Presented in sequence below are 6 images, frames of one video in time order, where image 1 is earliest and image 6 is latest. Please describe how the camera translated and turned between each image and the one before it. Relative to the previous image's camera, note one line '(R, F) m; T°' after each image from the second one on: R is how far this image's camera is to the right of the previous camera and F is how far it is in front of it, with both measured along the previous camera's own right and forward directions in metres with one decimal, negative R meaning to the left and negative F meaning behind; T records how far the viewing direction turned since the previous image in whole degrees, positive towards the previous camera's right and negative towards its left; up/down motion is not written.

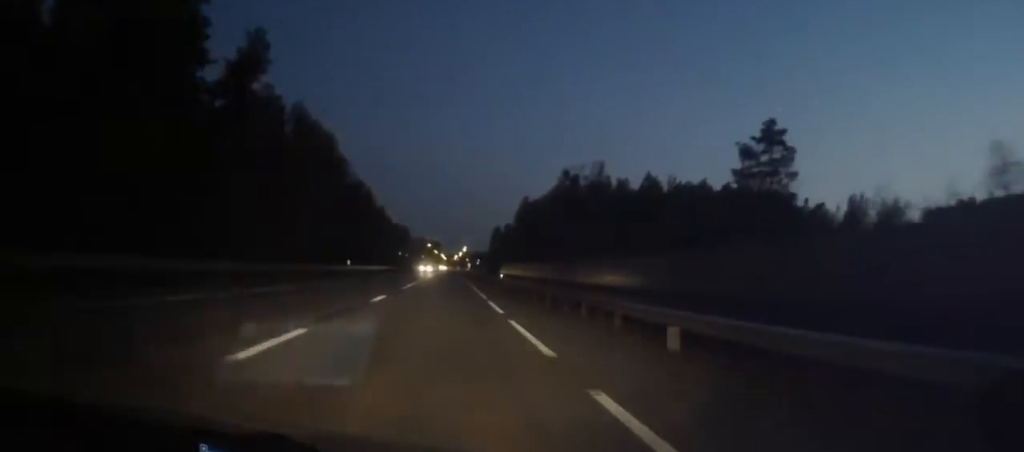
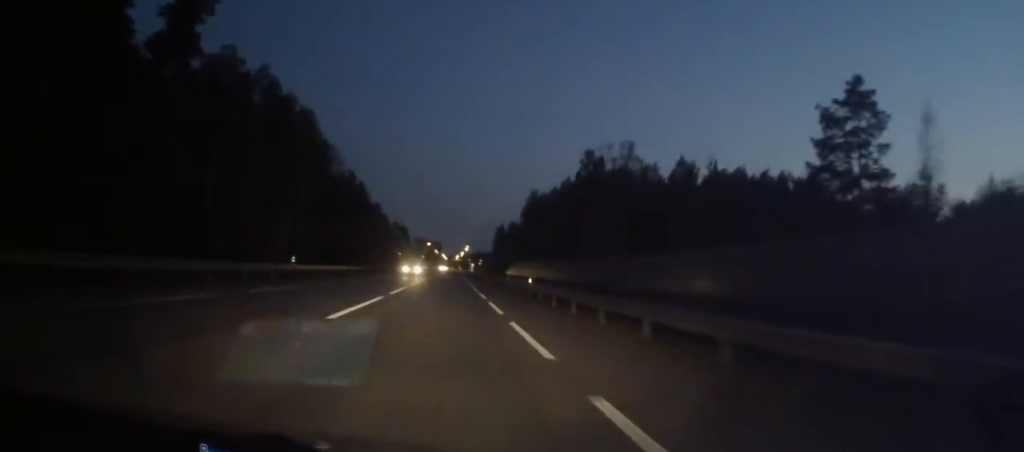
(+0.1, +19.2) m; 0°
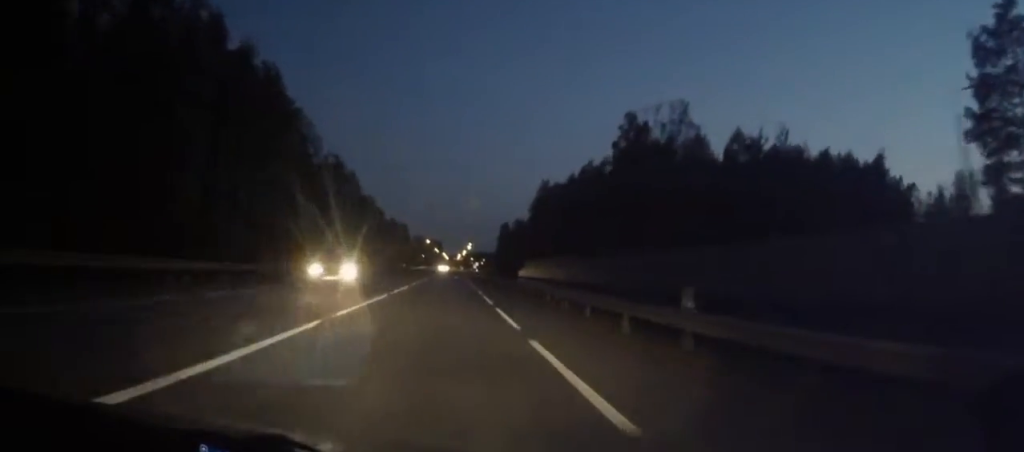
(+0.1, +23.0) m; 0°
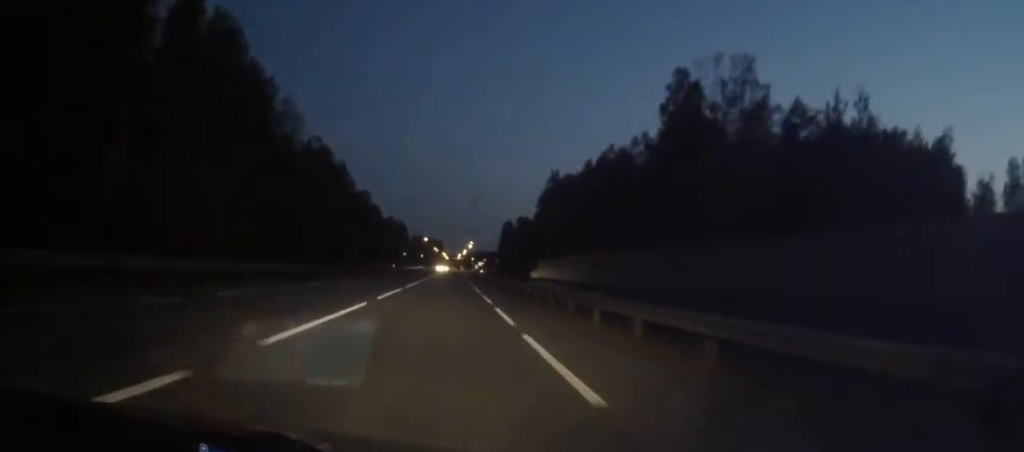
(-0.1, +17.6) m; 0°
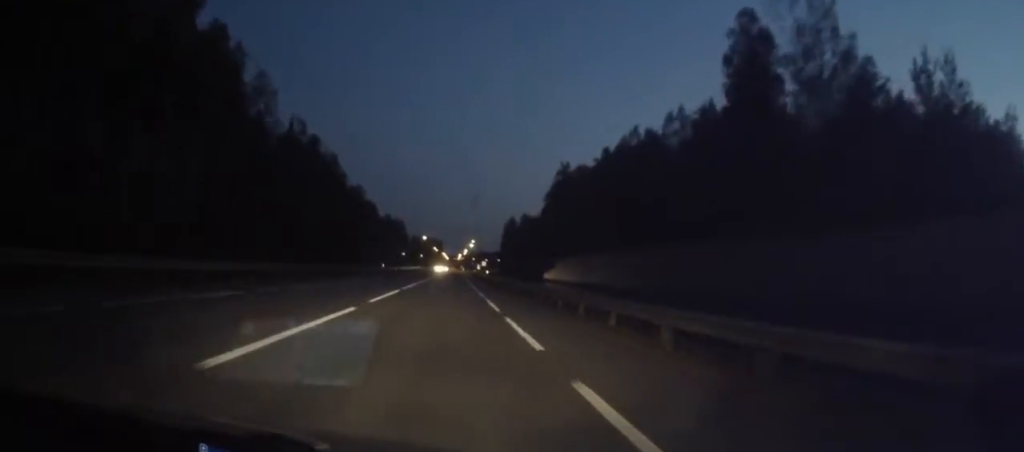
(-0.1, +14.4) m; 0°
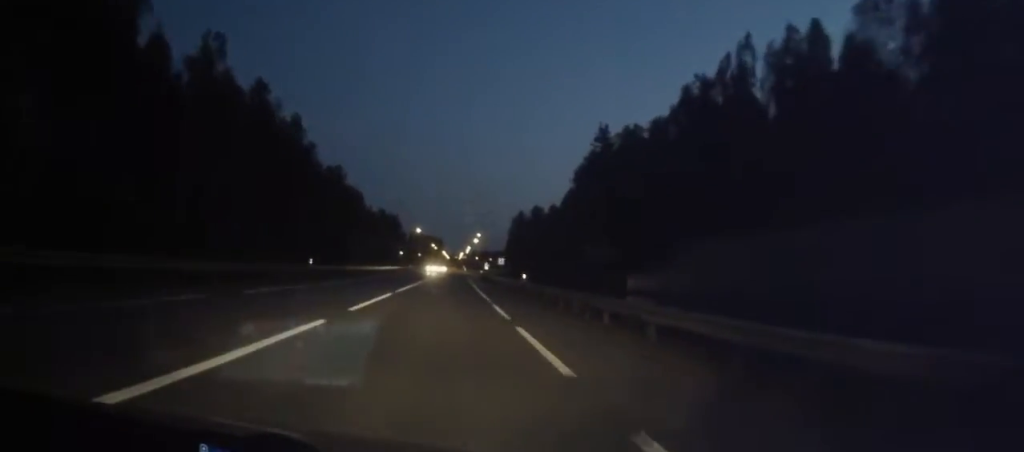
(-0.2, +40.4) m; 0°
